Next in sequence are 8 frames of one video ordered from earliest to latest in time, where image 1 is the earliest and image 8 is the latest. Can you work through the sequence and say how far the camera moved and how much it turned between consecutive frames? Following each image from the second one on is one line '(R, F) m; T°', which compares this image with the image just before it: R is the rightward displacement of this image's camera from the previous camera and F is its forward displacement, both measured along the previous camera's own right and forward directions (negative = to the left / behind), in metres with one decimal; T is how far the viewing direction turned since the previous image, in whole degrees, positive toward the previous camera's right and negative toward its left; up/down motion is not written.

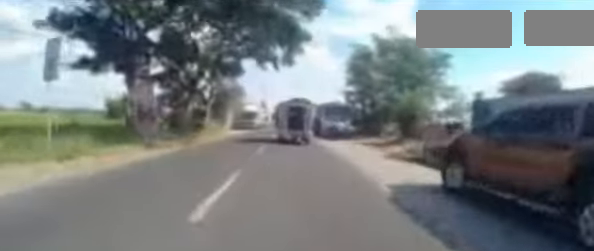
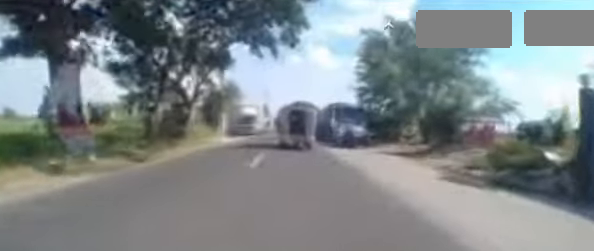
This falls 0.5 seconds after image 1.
(0.0, +4.8) m; 0°
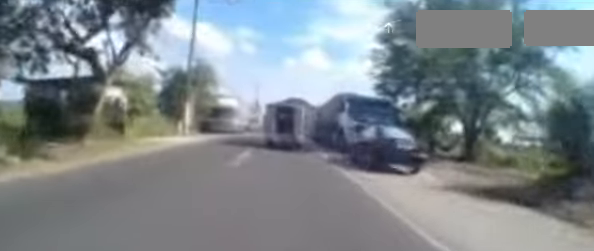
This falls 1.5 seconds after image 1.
(0.0, +8.9) m; 0°
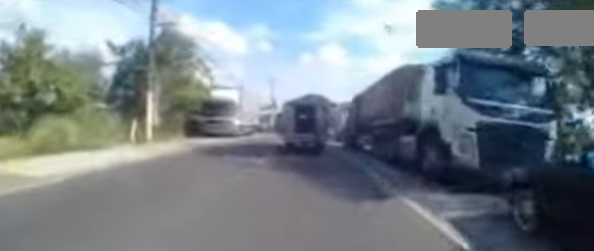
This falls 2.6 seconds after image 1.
(0.0, +9.4) m; 0°
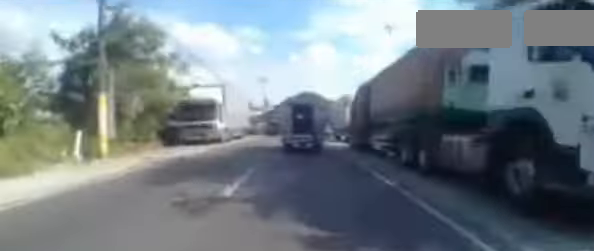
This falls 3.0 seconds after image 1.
(0.0, +3.5) m; 0°
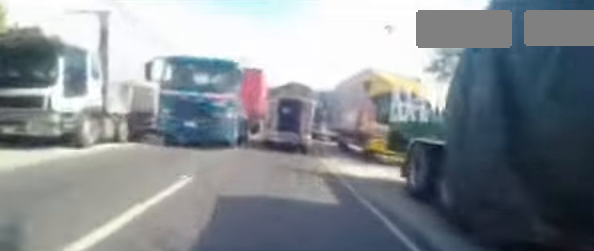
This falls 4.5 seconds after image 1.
(0.0, +11.8) m; 0°
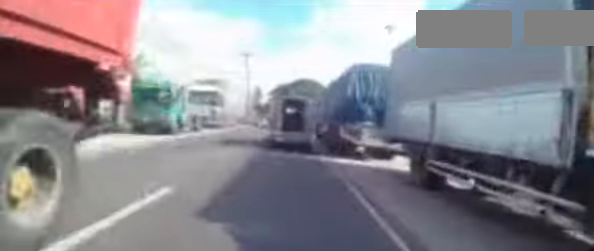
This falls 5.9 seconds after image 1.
(0.0, +10.3) m; -4°
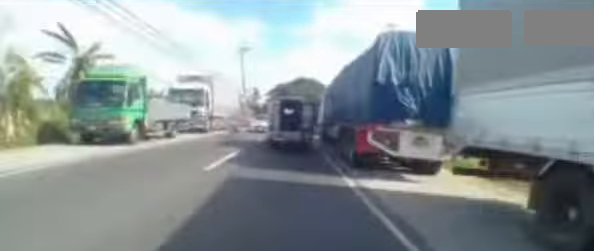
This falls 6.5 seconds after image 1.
(-0.2, +3.7) m; 0°
